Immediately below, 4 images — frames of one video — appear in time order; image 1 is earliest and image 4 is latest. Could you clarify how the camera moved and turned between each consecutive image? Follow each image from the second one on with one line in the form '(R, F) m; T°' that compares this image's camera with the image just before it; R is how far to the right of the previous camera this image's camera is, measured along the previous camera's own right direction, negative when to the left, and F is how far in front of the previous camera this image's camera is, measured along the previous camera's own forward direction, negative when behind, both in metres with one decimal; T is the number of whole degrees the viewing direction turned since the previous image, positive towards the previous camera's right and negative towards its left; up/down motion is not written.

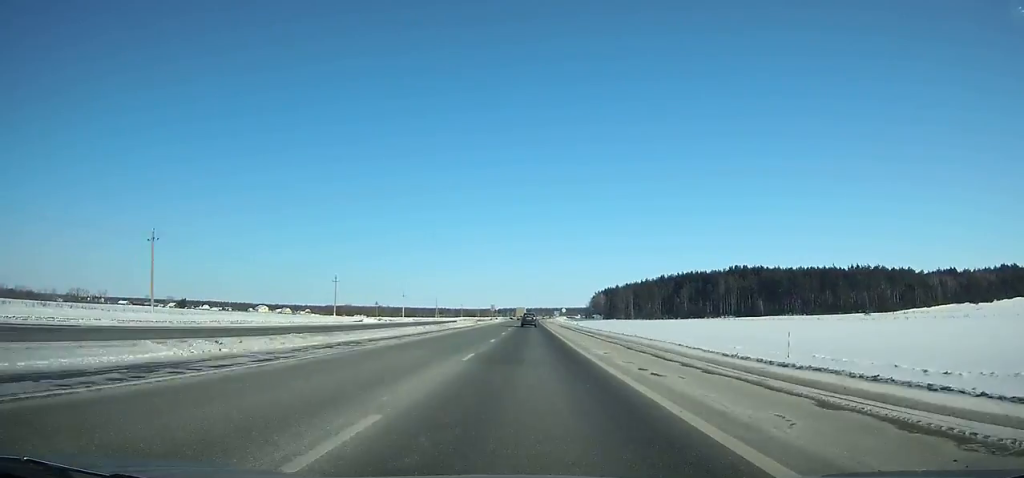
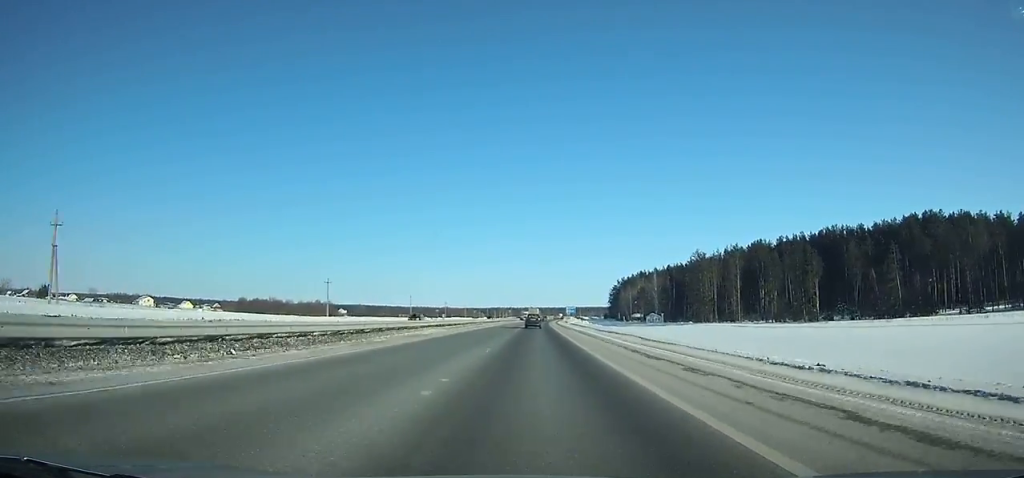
(+1.9, +187.8) m; +1°
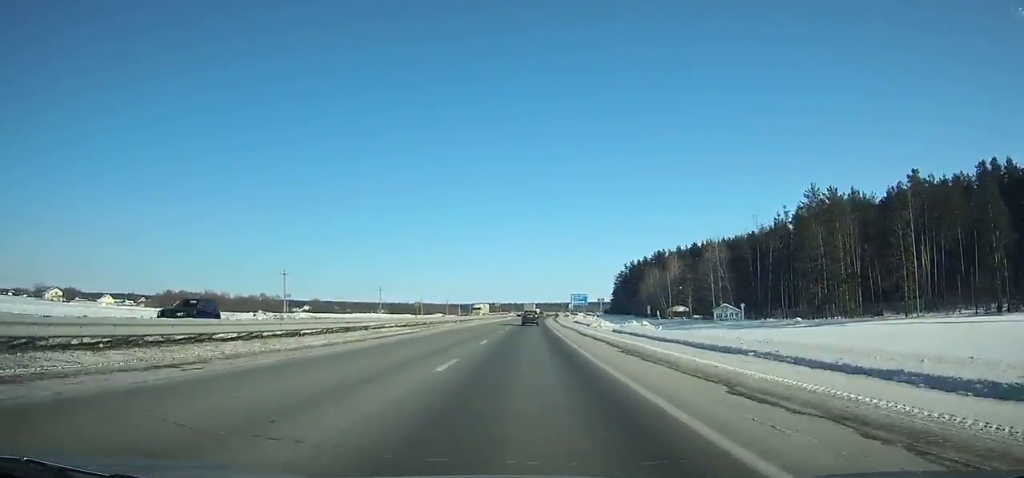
(+0.7, +84.5) m; +1°
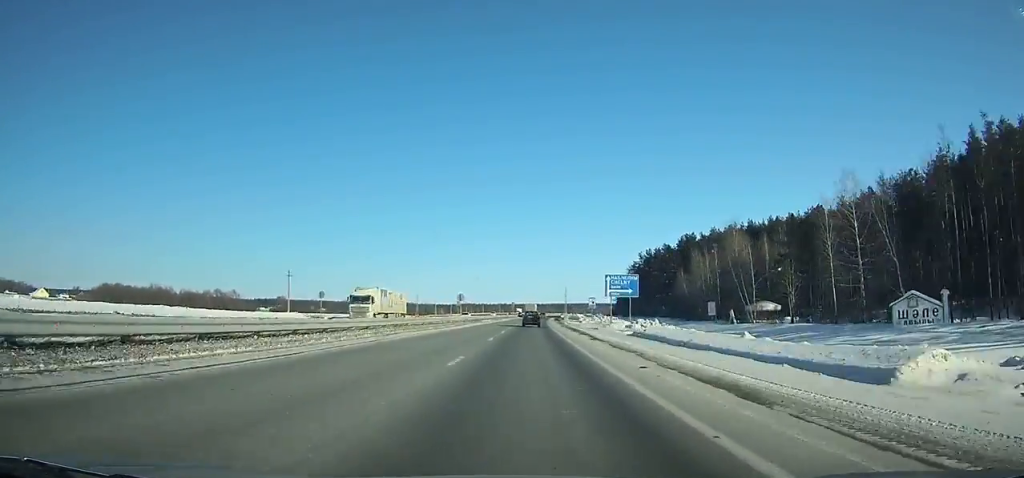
(+0.3, +56.8) m; +1°
